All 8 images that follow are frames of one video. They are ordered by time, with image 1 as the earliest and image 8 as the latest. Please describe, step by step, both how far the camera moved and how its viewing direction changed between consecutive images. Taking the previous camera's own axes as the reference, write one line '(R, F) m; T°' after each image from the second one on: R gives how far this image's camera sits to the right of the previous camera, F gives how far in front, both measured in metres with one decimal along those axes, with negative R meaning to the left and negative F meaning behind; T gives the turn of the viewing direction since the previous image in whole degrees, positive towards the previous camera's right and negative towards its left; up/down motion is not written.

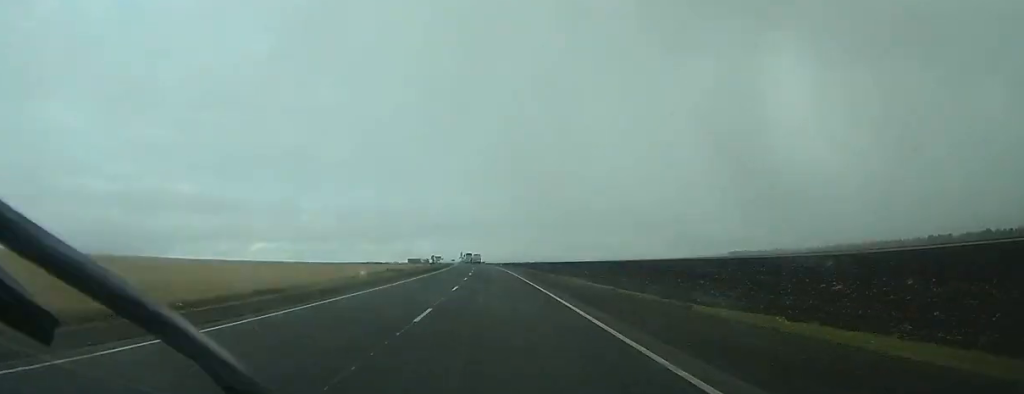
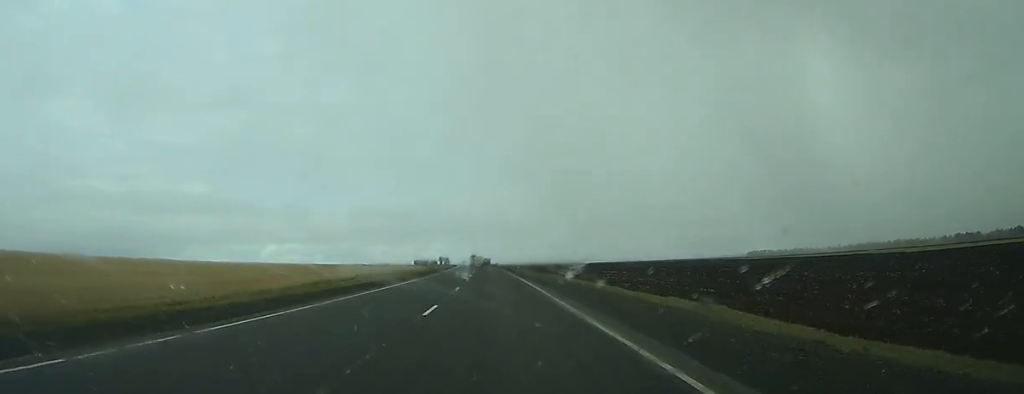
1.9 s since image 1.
(-0.1, +44.8) m; -1°
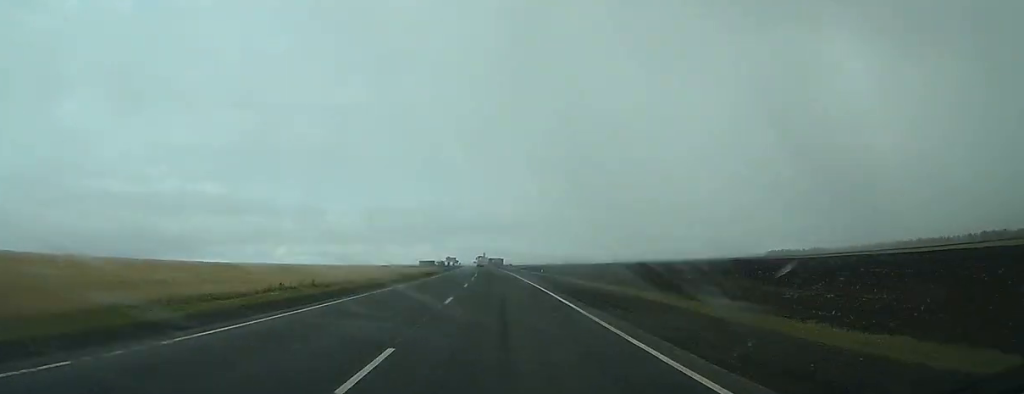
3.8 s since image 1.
(-0.4, +42.6) m; -1°
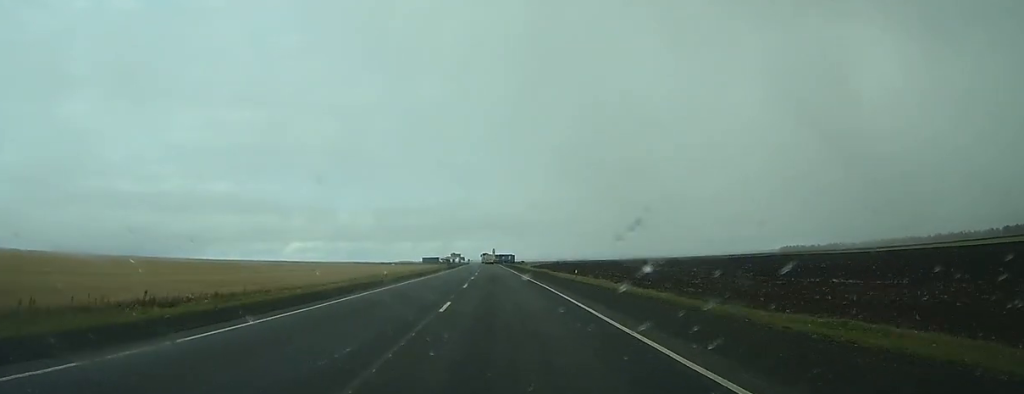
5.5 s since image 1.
(-0.4, +40.6) m; -1°
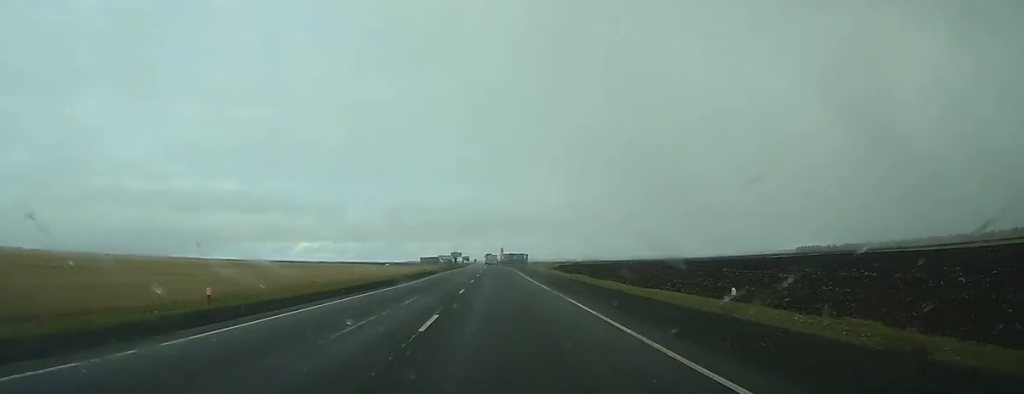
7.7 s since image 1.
(-0.8, +53.7) m; -2°
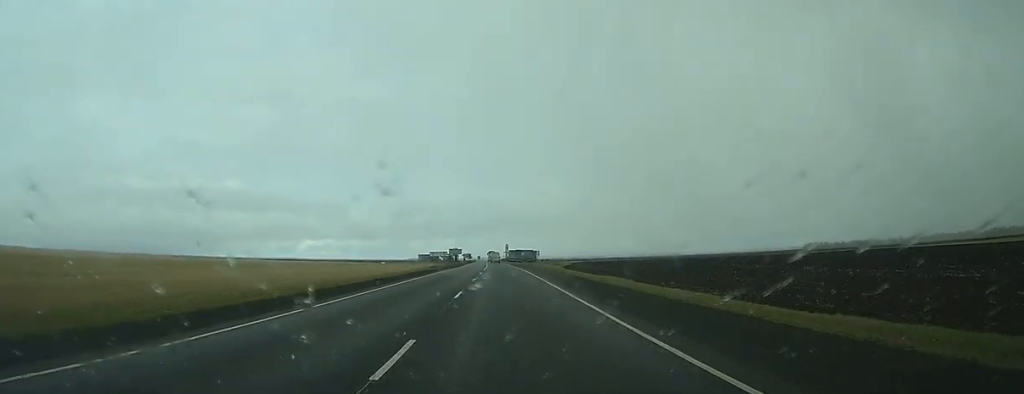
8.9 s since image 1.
(-0.3, +28.0) m; -1°
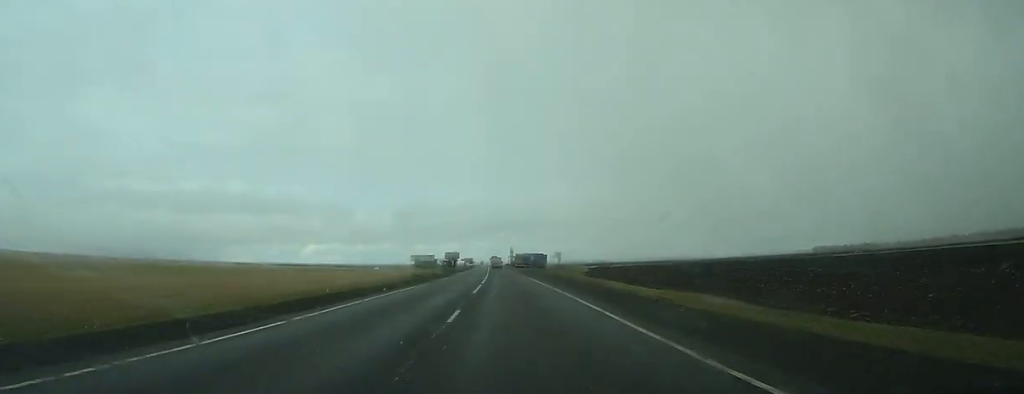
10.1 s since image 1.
(-0.2, +28.7) m; -1°
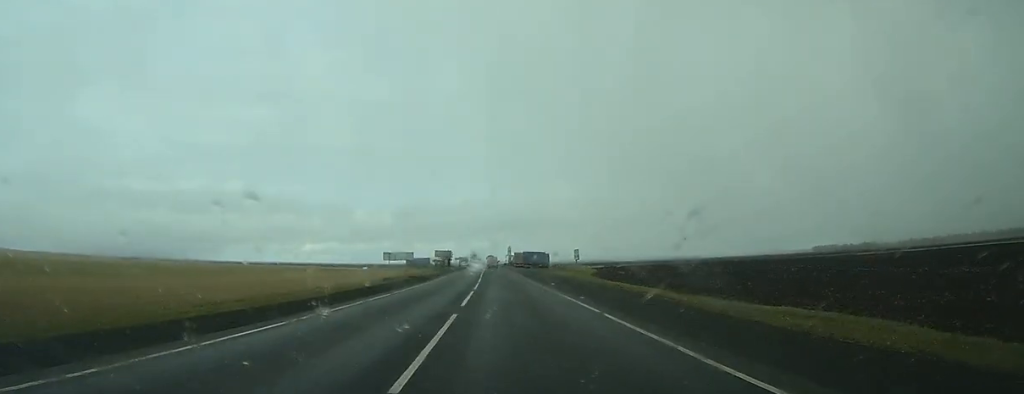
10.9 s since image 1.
(-0.1, +16.1) m; 0°
